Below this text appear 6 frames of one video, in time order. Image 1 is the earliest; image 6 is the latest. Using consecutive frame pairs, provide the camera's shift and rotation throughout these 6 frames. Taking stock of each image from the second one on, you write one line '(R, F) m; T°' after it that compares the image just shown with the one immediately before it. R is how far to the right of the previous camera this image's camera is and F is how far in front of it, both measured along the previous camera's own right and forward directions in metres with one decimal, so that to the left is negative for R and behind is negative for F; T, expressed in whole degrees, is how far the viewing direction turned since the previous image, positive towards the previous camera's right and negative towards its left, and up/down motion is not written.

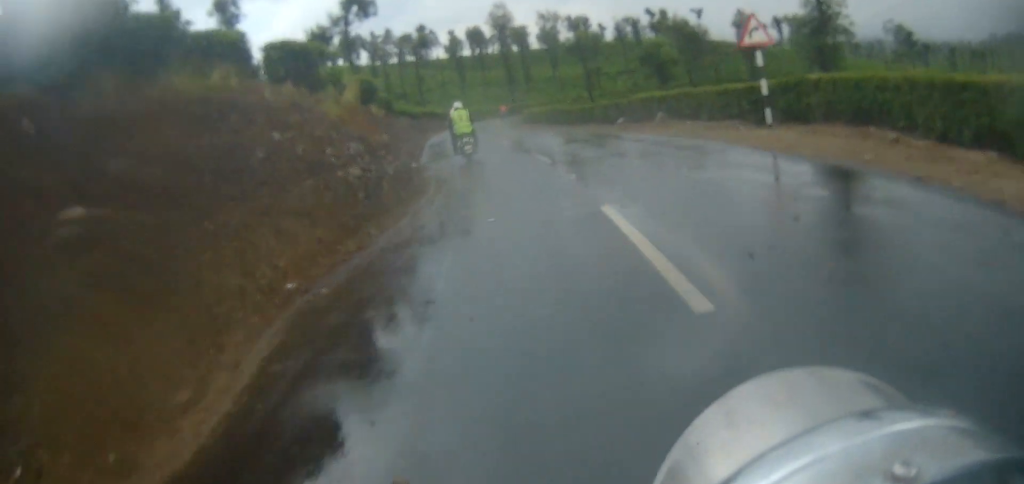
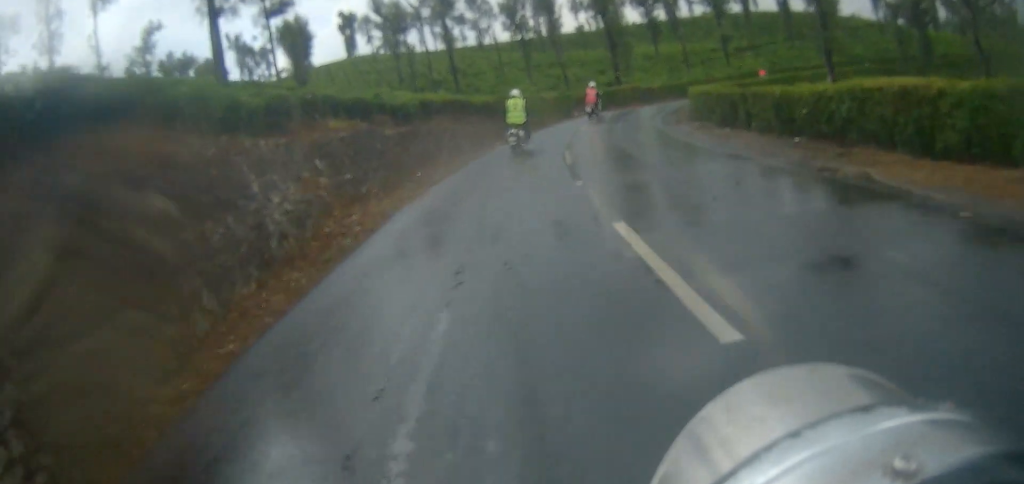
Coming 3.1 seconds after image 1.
(-0.6, +36.4) m; -1°
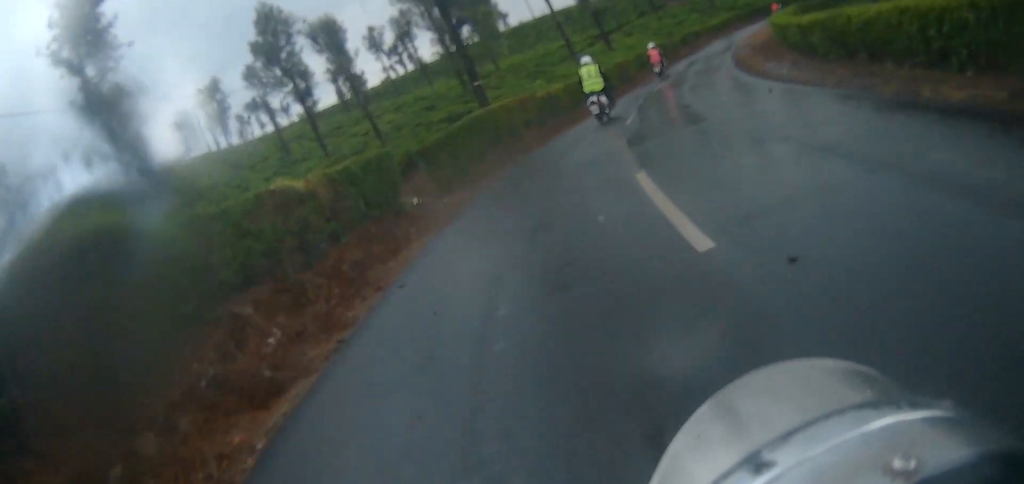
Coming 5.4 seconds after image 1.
(+3.4, +25.5) m; +19°
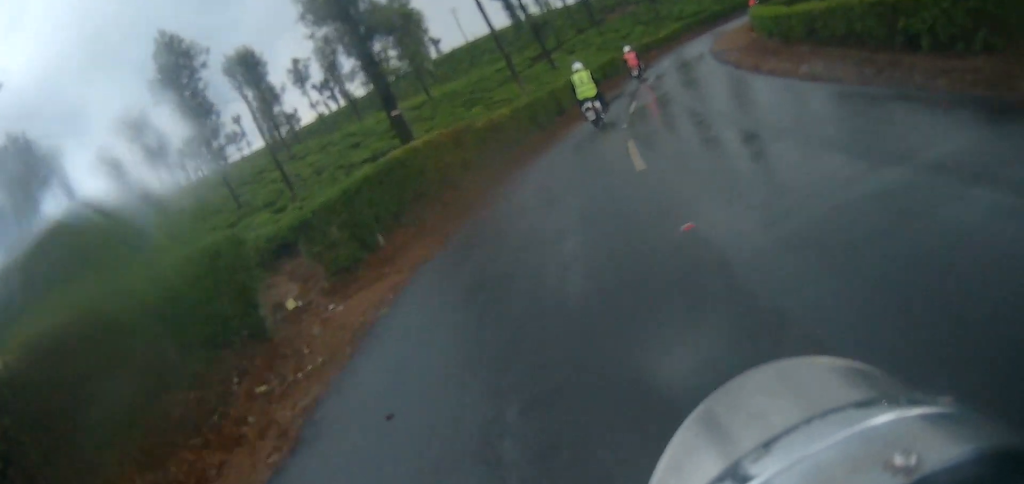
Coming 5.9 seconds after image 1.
(+0.2, +5.4) m; +6°
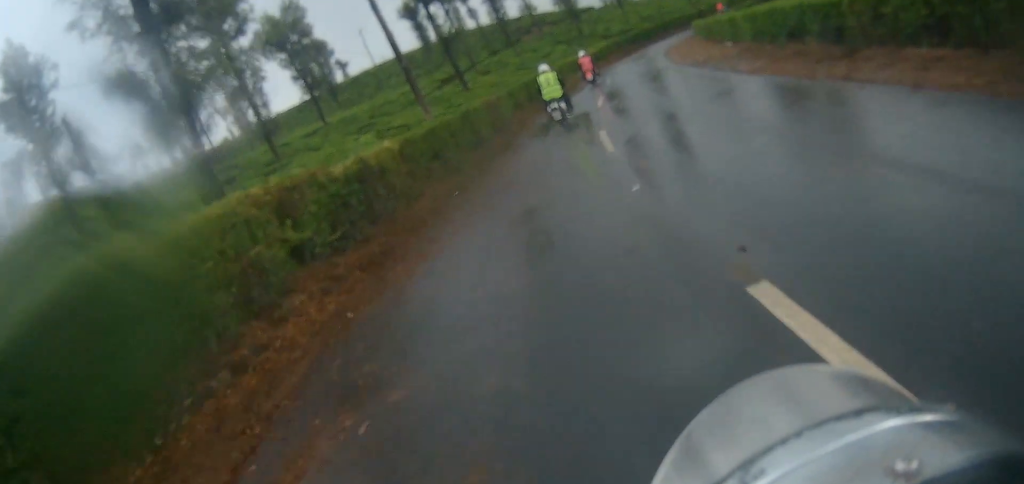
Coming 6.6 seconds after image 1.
(+0.6, +7.1) m; +7°
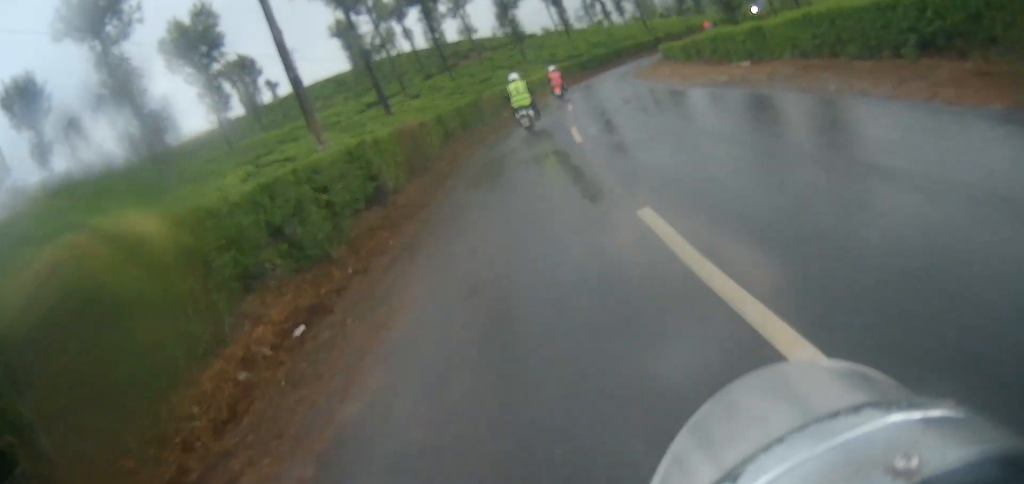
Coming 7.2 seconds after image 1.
(+0.3, +6.8) m; +6°
